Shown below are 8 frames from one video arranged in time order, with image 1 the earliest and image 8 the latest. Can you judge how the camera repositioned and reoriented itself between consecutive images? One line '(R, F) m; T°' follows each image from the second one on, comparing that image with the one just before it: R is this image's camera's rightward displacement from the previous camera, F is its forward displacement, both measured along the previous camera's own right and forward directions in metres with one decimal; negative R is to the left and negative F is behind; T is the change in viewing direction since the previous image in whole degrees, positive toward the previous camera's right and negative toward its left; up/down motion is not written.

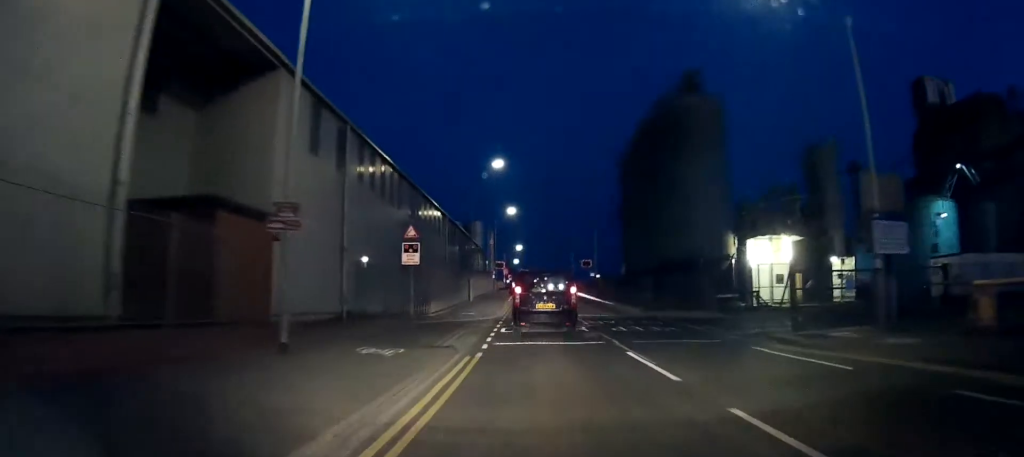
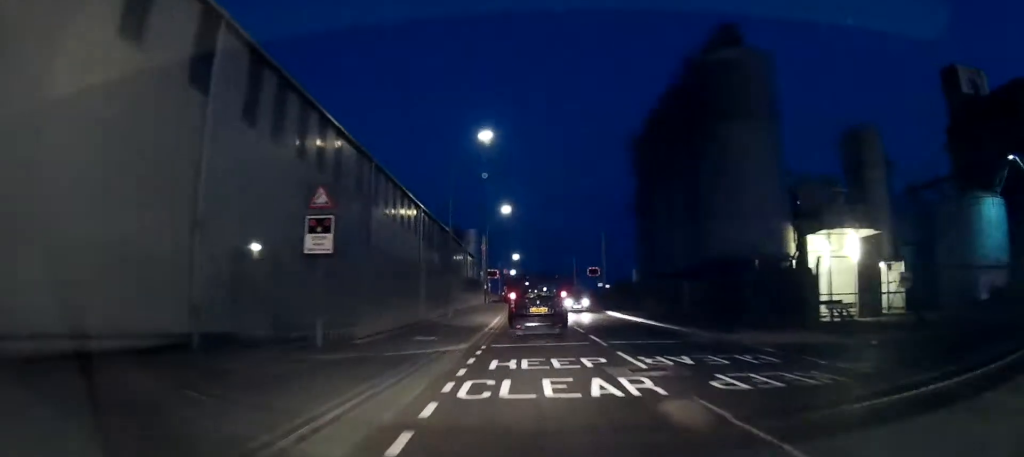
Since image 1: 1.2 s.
(-0.2, +12.8) m; -1°
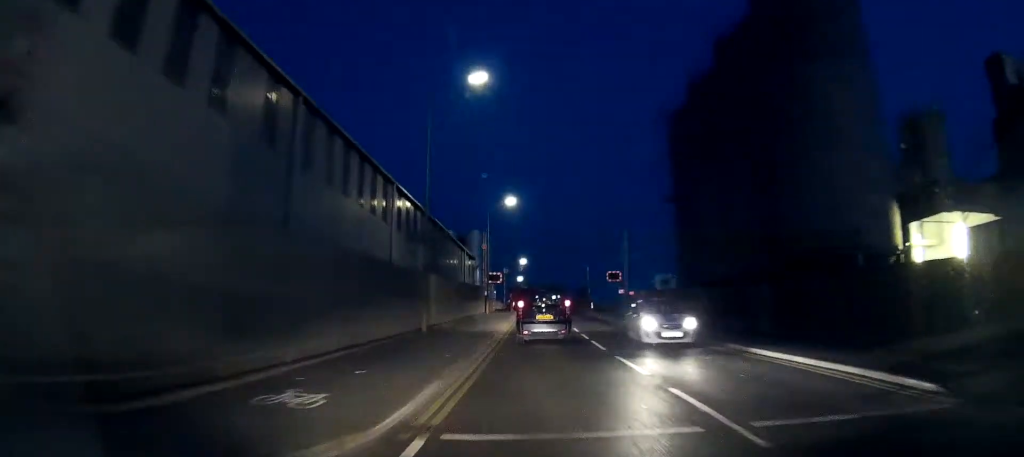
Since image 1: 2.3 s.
(-0.1, +11.4) m; -1°
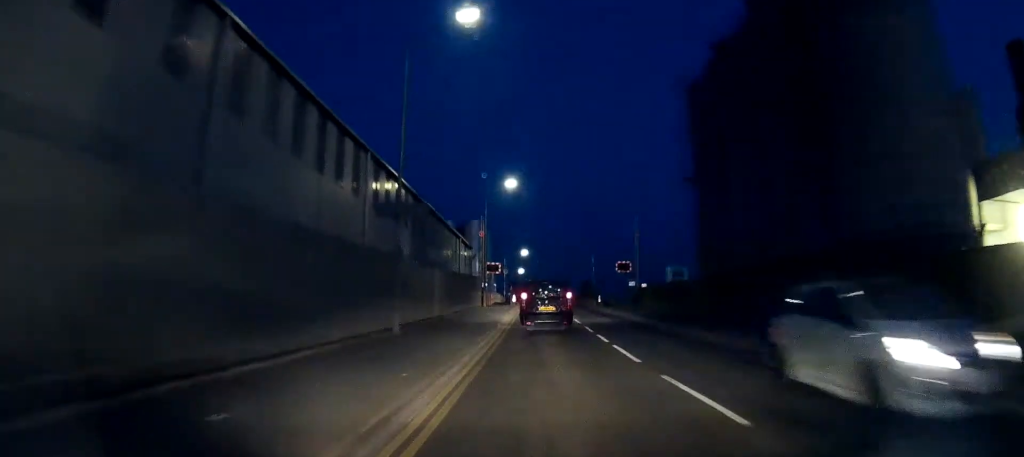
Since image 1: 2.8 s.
(-0.1, +5.5) m; 0°
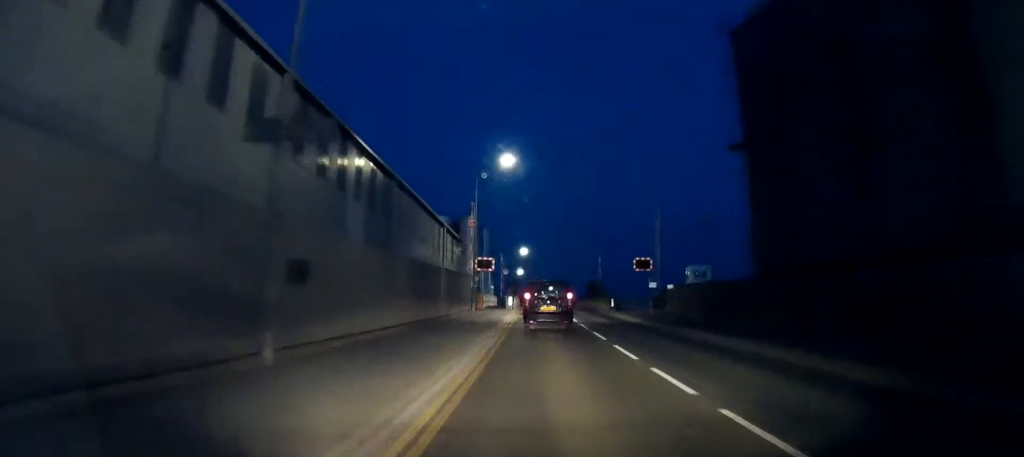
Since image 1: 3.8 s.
(0.0, +9.8) m; 0°
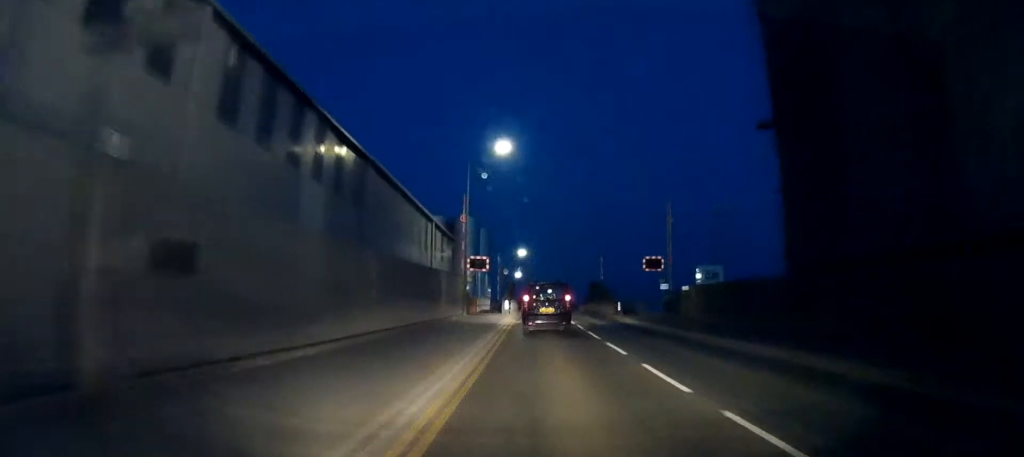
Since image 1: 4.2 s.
(0.0, +4.6) m; 0°
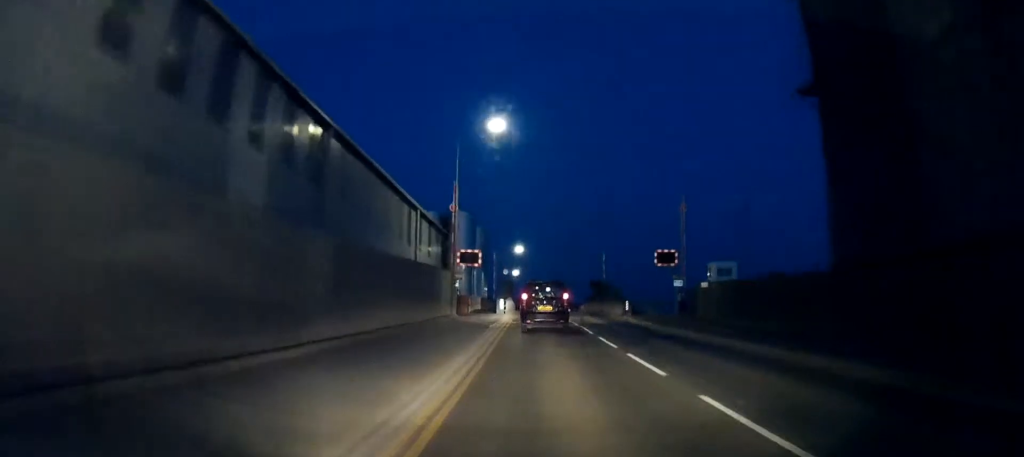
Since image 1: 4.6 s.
(0.0, +4.6) m; 0°
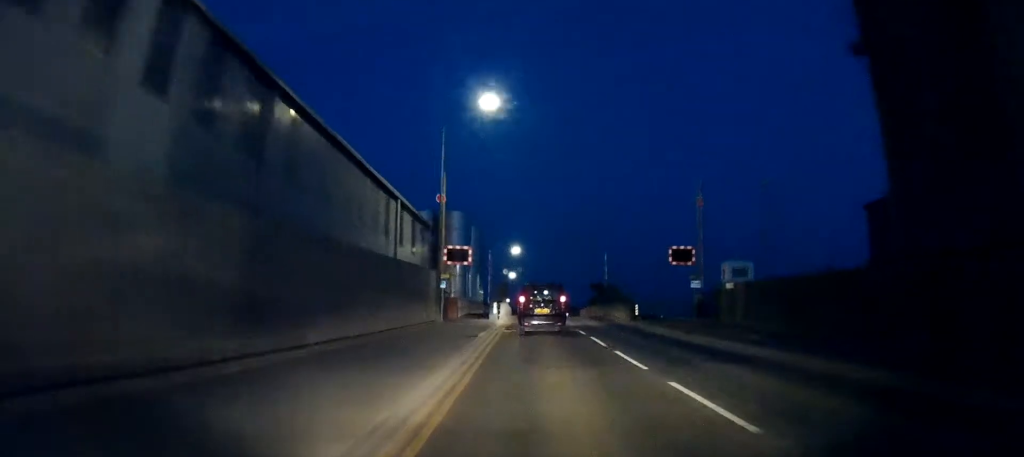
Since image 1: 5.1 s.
(0.0, +4.5) m; 0°
